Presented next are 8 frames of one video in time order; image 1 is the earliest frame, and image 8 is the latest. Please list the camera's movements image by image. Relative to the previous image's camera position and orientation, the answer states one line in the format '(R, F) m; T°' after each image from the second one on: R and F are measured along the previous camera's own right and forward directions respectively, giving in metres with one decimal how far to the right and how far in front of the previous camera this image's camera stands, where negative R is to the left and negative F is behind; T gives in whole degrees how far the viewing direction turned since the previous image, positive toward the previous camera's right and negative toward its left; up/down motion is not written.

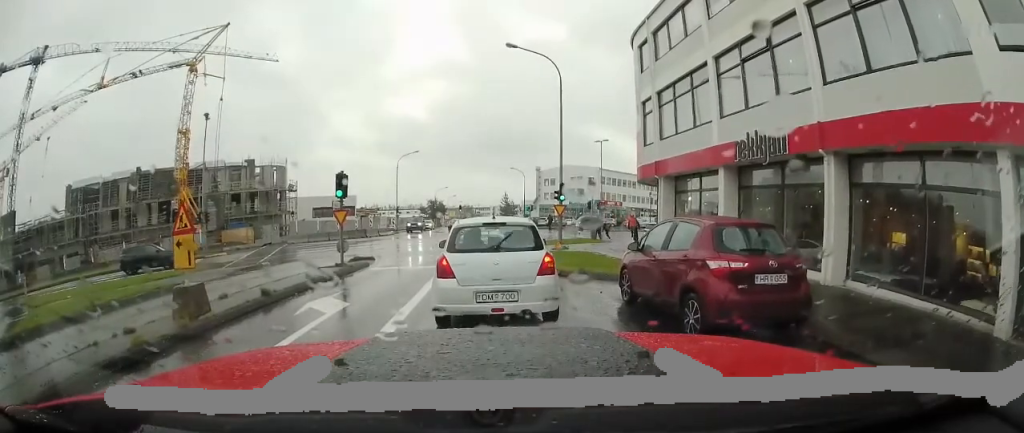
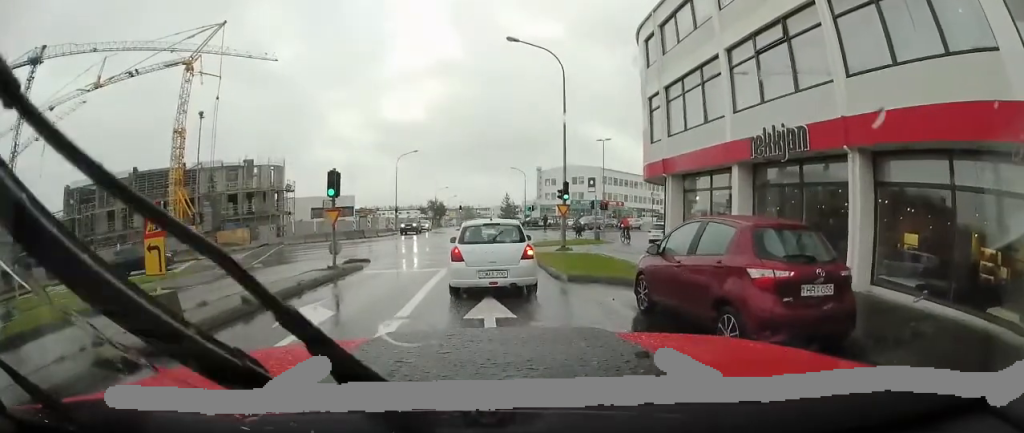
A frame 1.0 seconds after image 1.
(0.0, 0.0) m; 0°
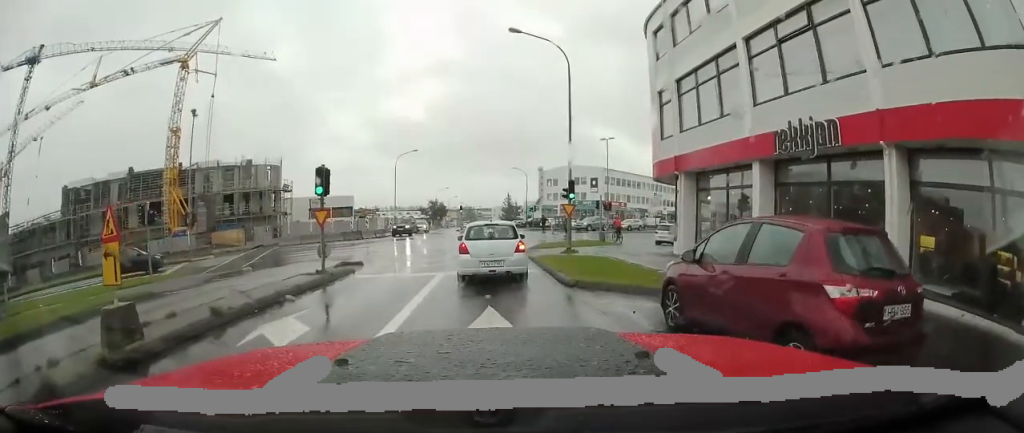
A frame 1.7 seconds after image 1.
(0.0, +0.4) m; 0°
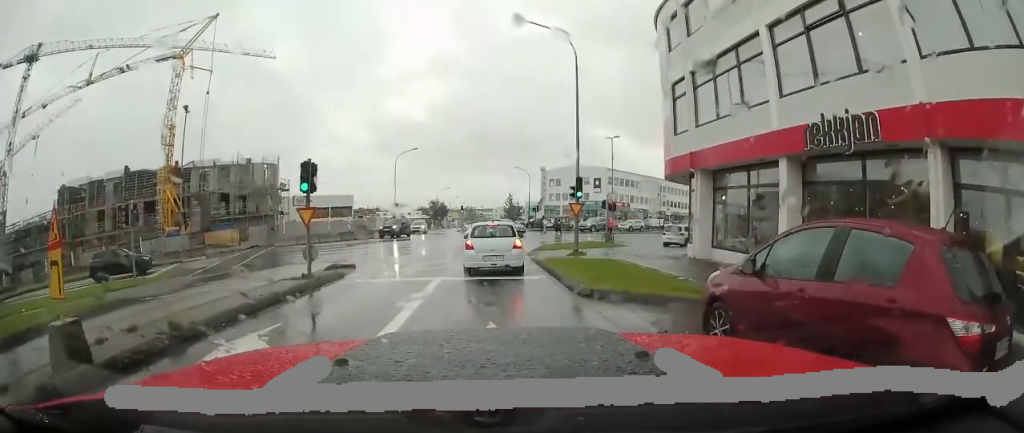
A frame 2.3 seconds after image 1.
(0.0, +0.7) m; 0°
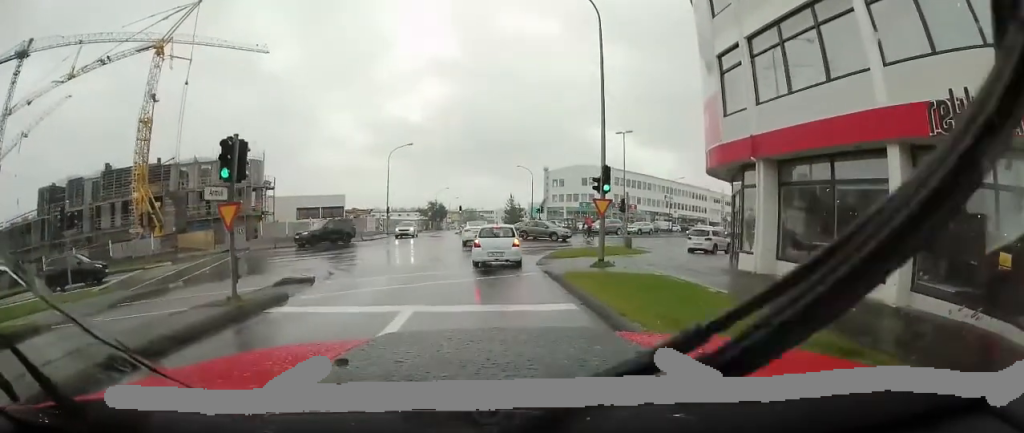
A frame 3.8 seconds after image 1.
(0.0, +3.7) m; 0°
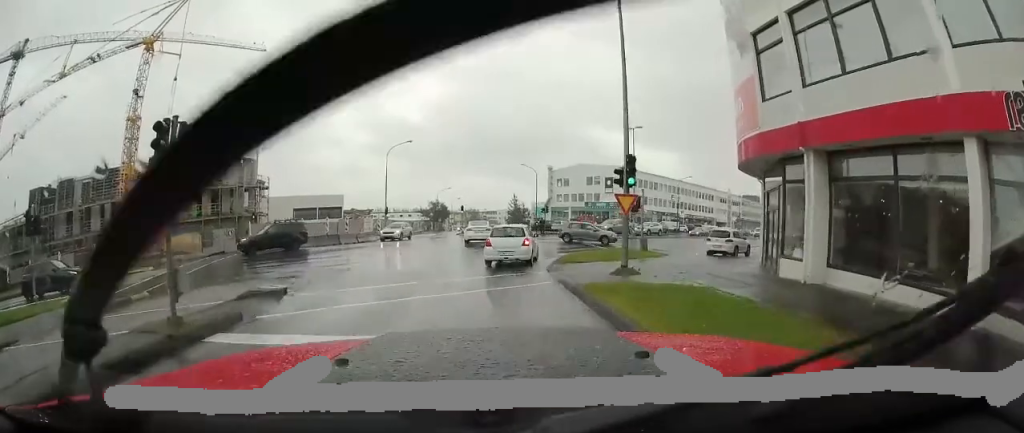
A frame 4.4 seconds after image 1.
(0.0, +2.2) m; 0°
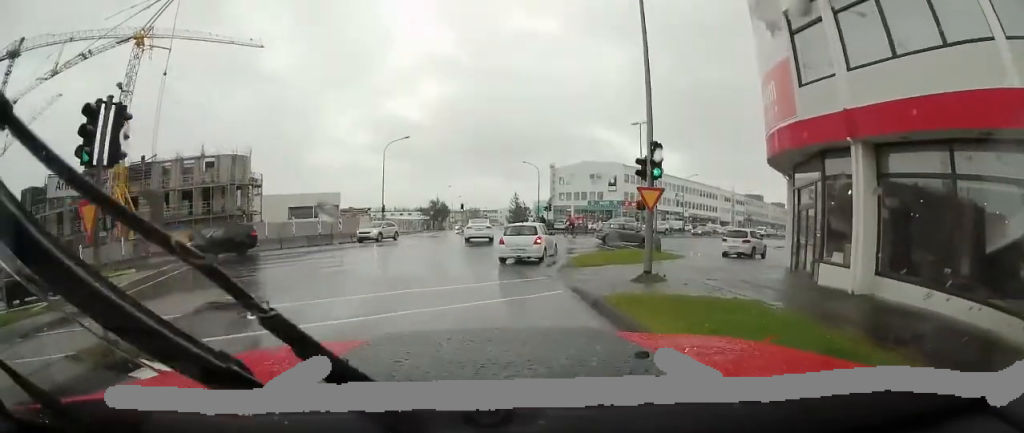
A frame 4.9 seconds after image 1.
(0.0, +1.8) m; 0°
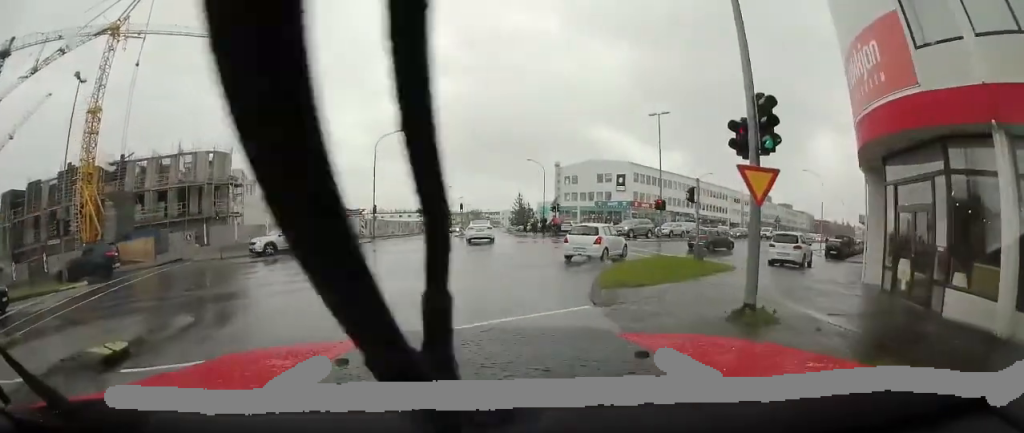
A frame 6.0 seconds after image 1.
(0.0, +4.6) m; -2°
